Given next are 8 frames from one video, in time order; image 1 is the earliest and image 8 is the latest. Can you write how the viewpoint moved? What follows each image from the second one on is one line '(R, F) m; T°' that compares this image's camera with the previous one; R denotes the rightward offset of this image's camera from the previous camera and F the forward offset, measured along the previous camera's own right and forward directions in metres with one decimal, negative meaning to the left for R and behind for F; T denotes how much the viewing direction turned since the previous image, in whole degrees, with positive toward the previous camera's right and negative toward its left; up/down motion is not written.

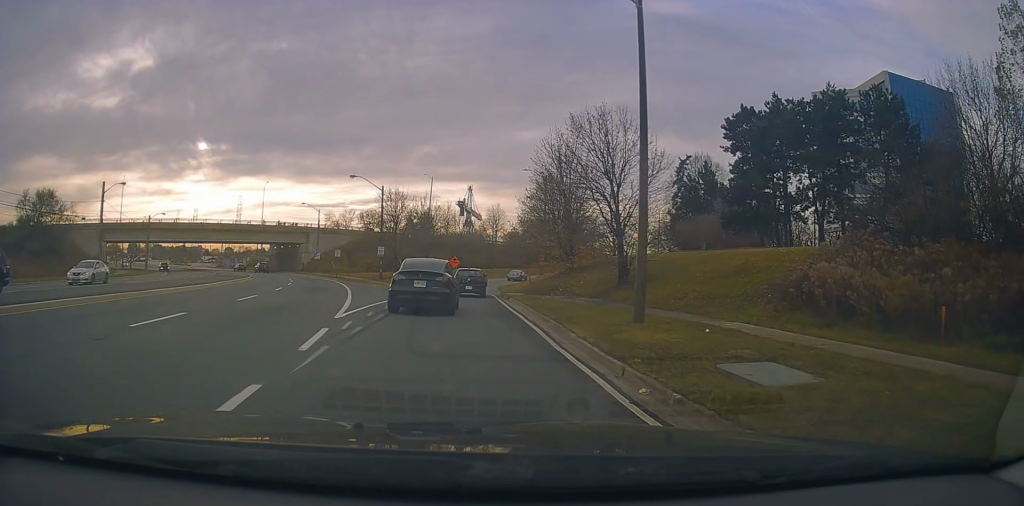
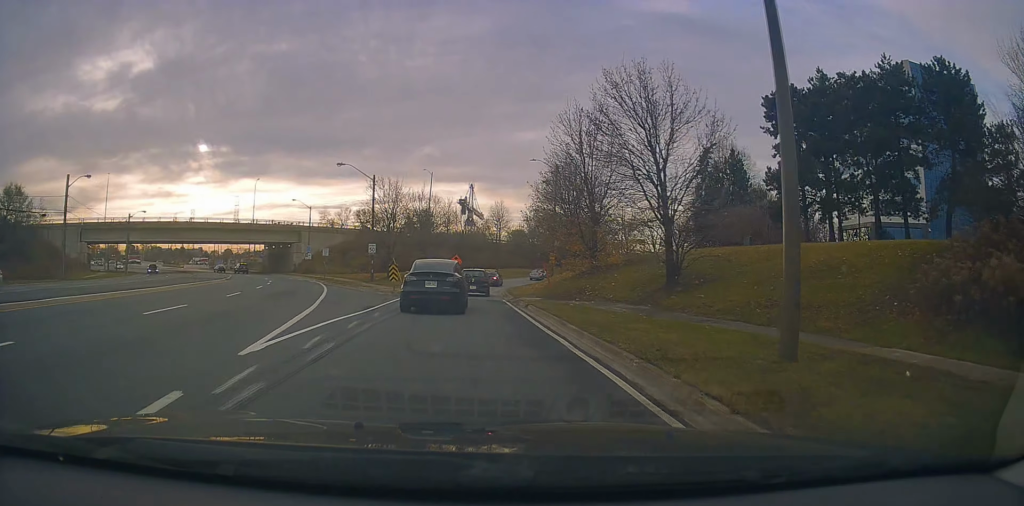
(+0.3, +6.3) m; -1°
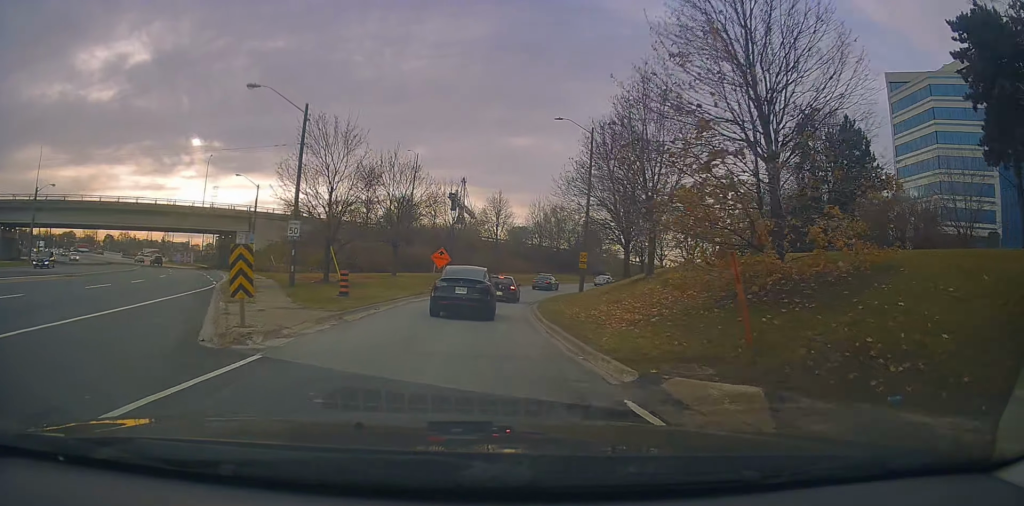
(-0.7, +20.0) m; -1°
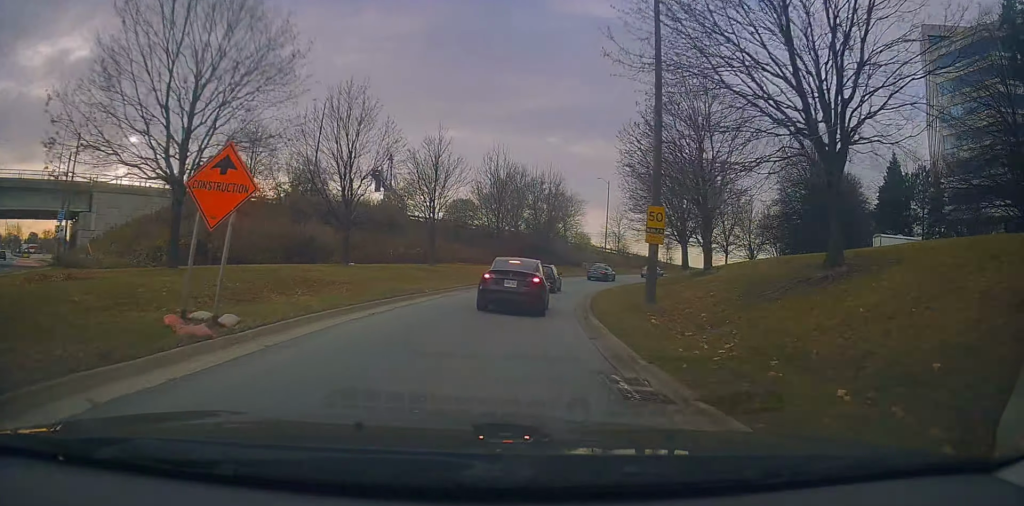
(+0.5, +25.2) m; +5°
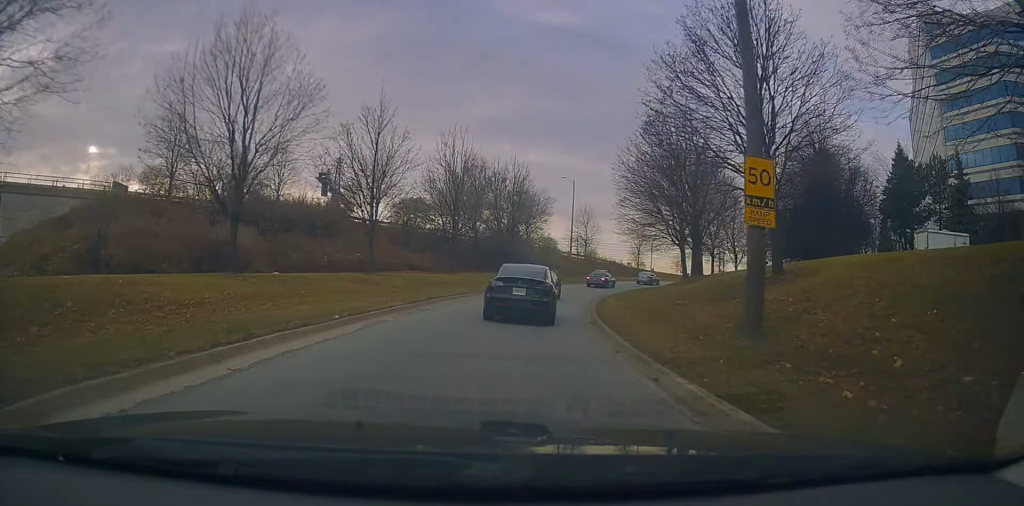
(+0.2, +9.0) m; +4°
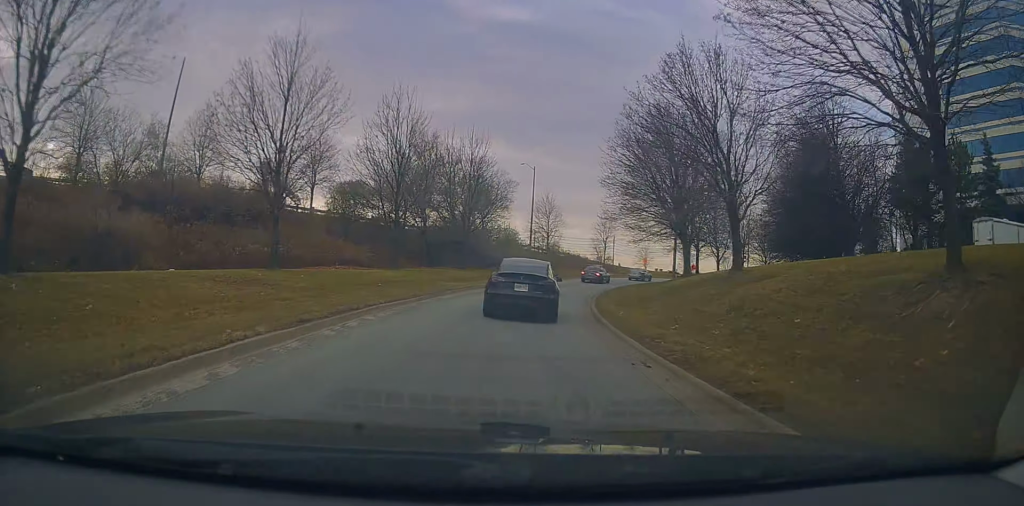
(+0.5, +8.7) m; +5°
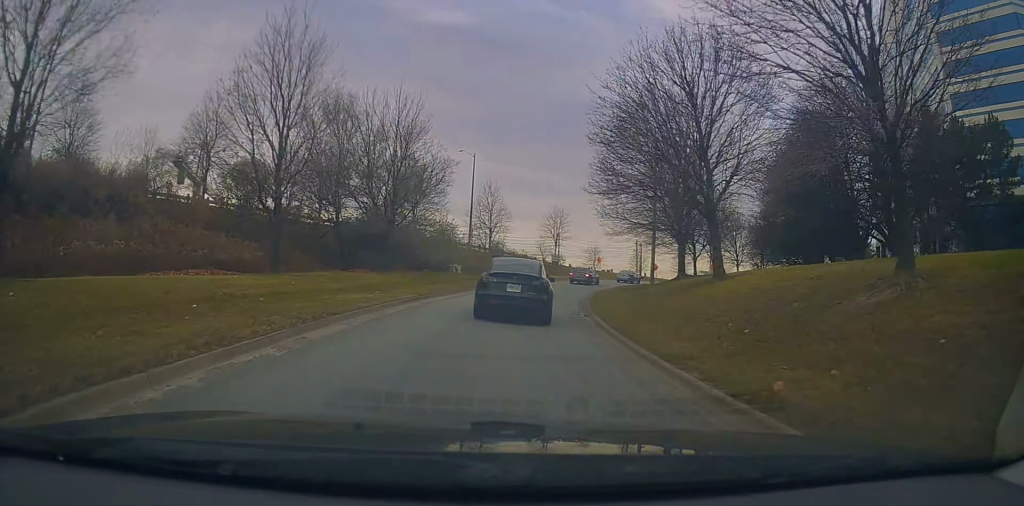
(+0.7, +11.7) m; +7°
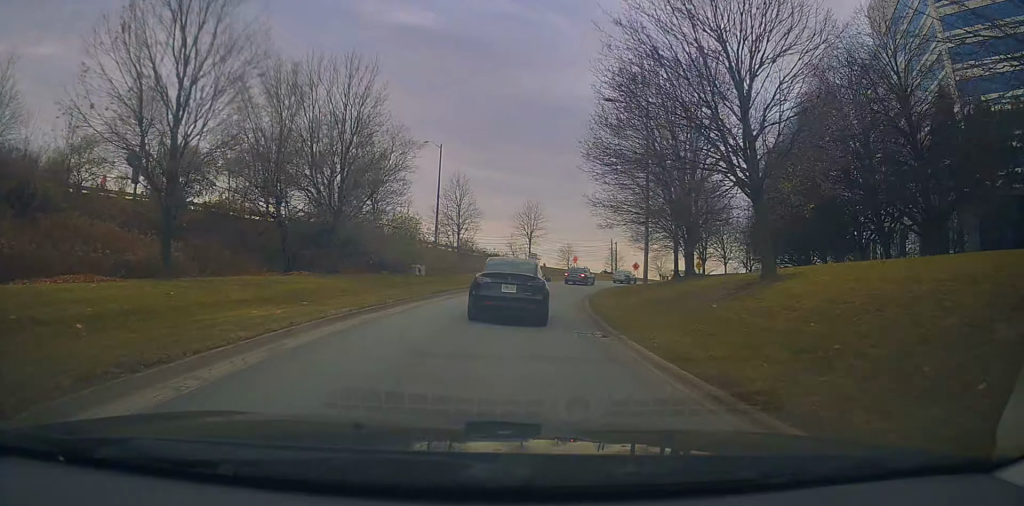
(+0.2, +6.1) m; +3°
